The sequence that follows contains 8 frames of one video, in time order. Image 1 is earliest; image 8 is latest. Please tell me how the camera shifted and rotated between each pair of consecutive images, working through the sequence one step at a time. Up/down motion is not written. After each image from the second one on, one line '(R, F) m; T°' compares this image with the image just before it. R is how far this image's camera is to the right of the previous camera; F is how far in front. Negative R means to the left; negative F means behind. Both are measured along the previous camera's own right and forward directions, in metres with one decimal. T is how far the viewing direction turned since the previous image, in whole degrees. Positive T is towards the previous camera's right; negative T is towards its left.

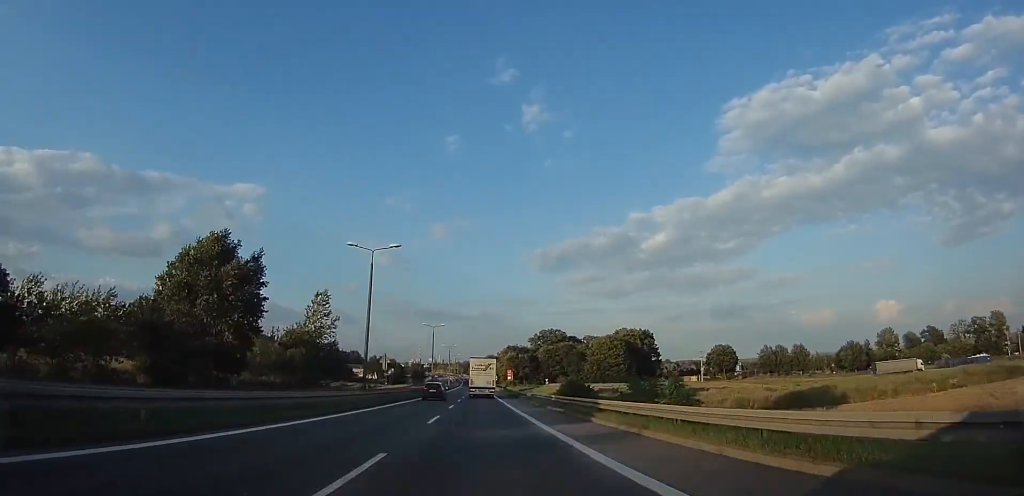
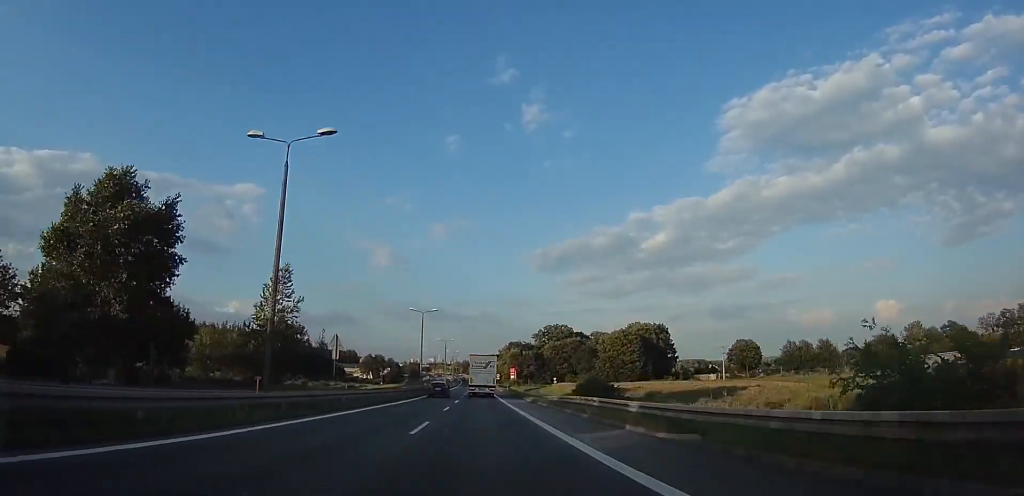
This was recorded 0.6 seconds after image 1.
(-0.9, +16.0) m; 0°
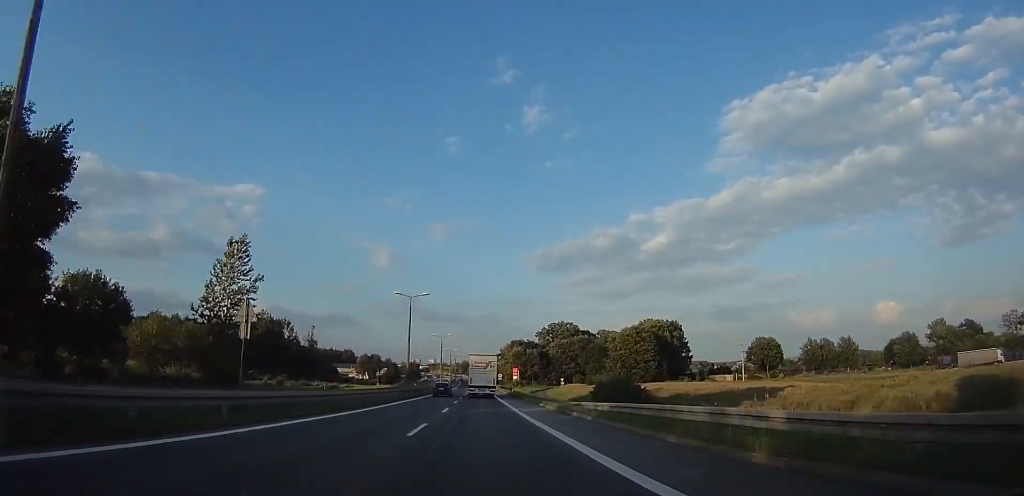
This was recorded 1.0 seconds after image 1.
(+0.7, +12.2) m; +1°
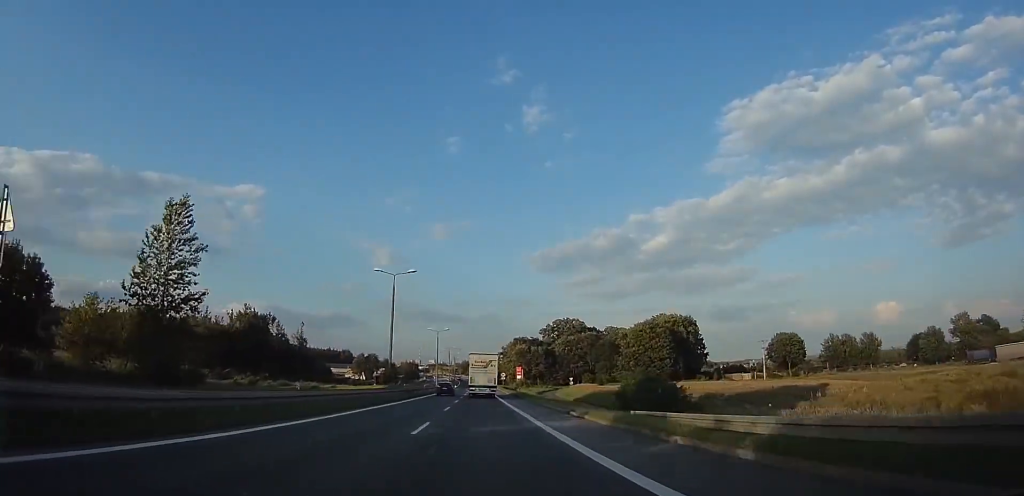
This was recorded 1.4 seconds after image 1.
(+0.5, +11.2) m; +1°
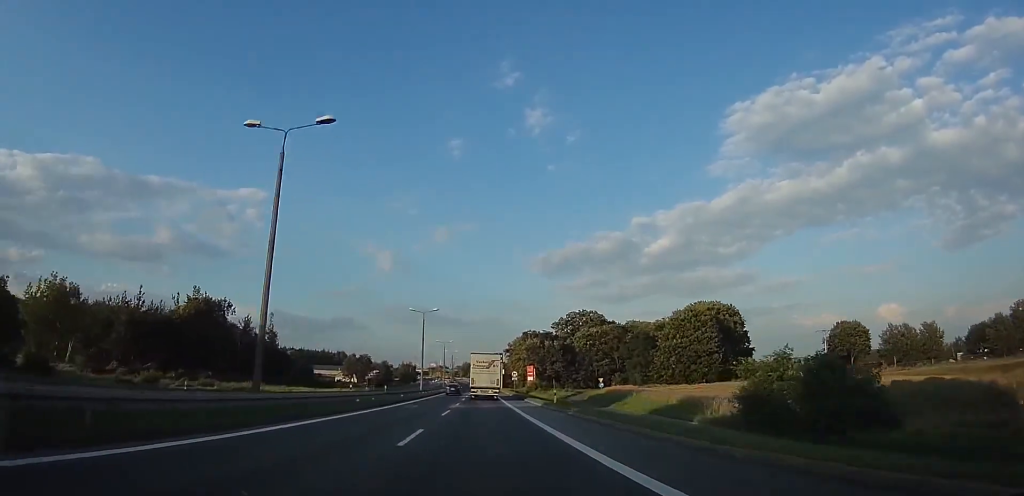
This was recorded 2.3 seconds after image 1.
(-0.2, +26.1) m; 0°
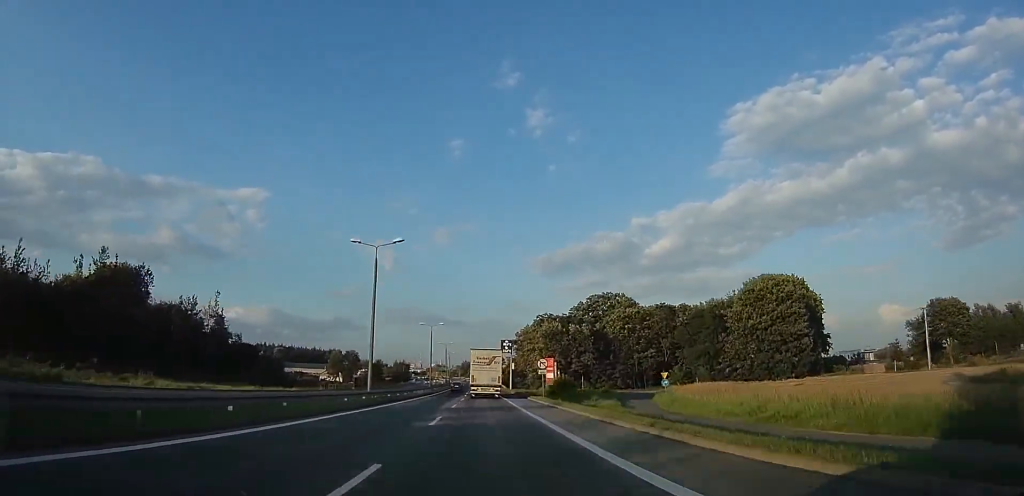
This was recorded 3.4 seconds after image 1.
(+0.3, +30.6) m; 0°
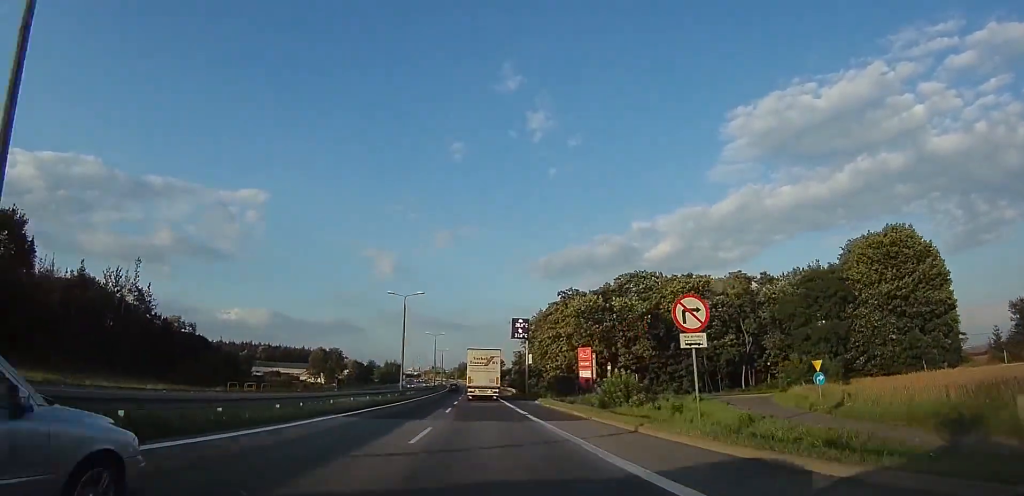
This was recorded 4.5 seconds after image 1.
(-0.4, +28.5) m; -1°
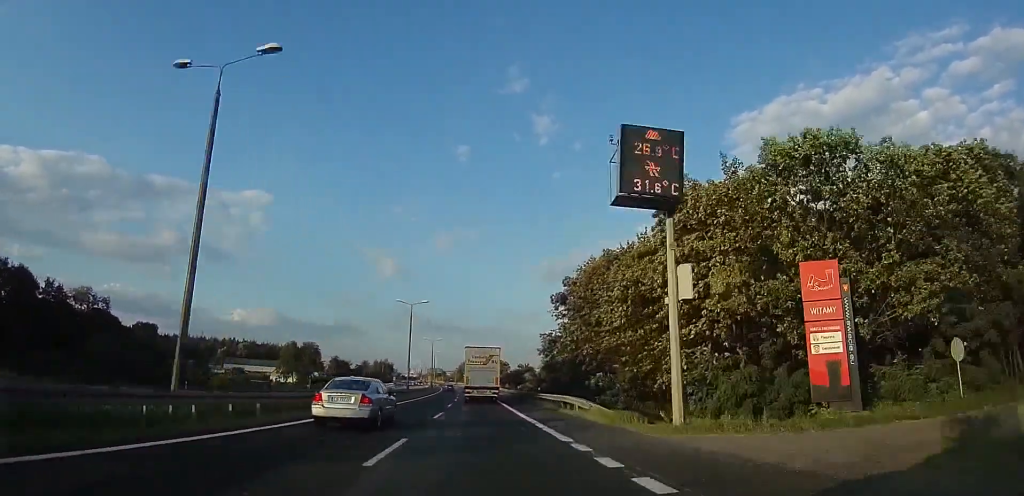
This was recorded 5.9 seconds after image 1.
(-1.0, +39.5) m; -3°
